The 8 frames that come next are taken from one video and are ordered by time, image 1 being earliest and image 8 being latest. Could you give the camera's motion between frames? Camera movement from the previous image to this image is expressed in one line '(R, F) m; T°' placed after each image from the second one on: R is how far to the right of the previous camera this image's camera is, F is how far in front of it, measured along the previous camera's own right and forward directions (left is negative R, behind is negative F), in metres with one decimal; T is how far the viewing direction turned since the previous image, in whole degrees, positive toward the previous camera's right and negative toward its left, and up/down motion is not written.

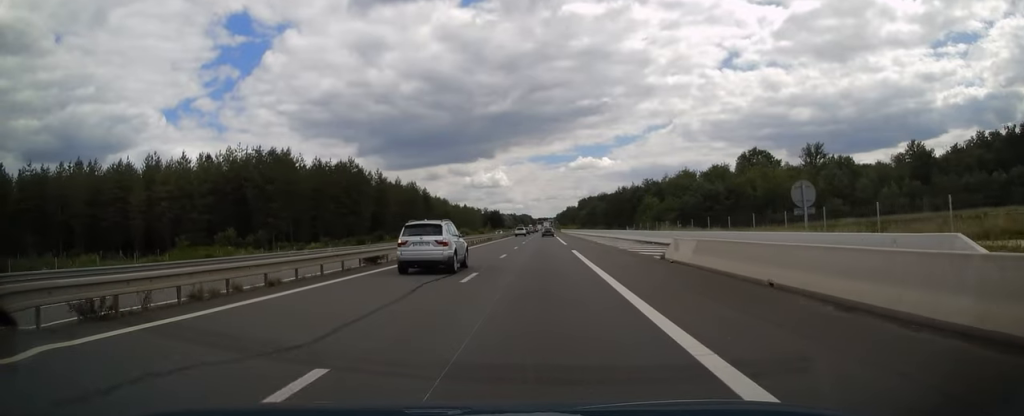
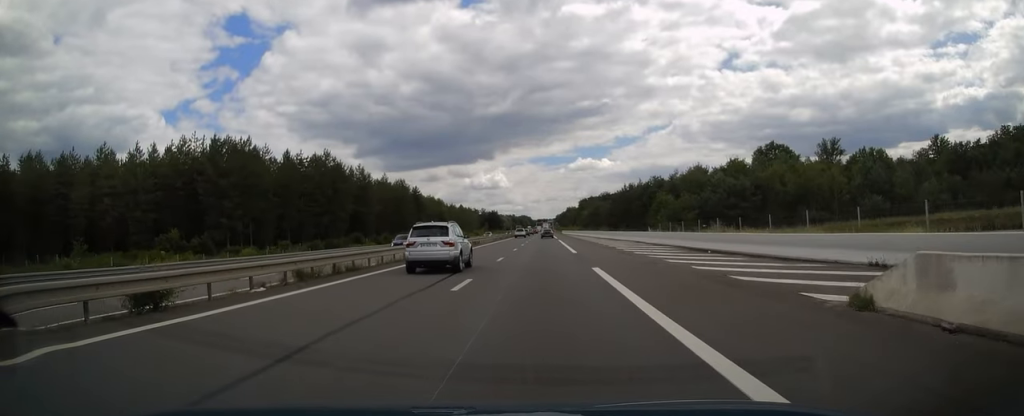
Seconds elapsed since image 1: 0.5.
(0.0, +15.1) m; 0°
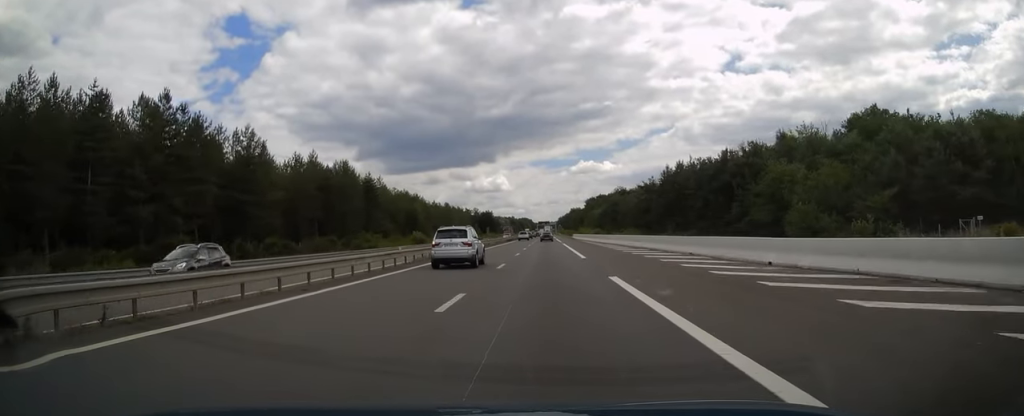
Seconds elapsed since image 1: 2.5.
(0.0, +55.3) m; 0°
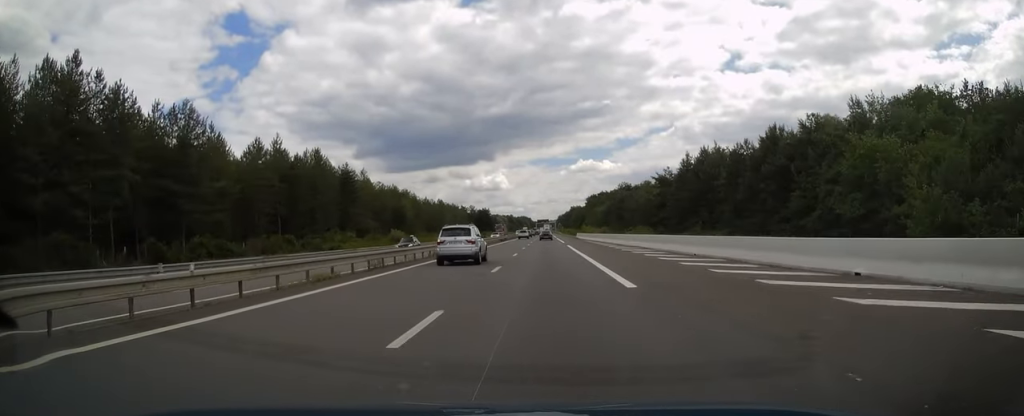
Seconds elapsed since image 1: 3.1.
(0.0, +16.2) m; 0°
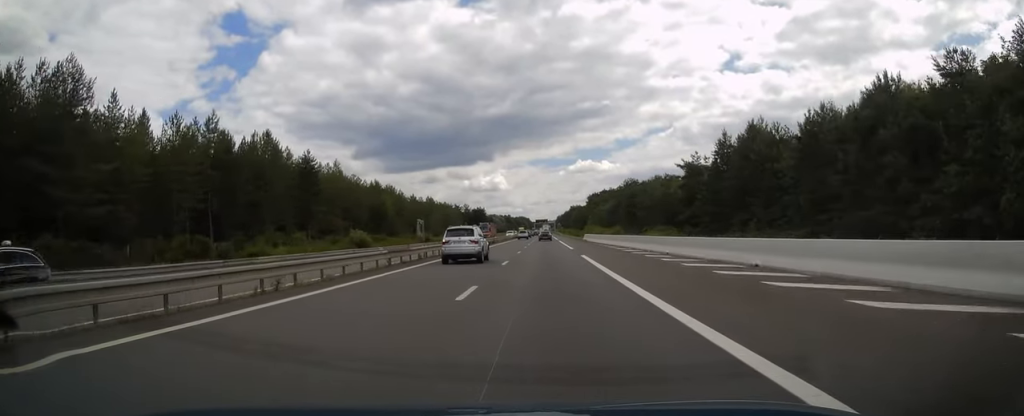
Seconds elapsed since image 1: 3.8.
(0.0, +20.8) m; 0°
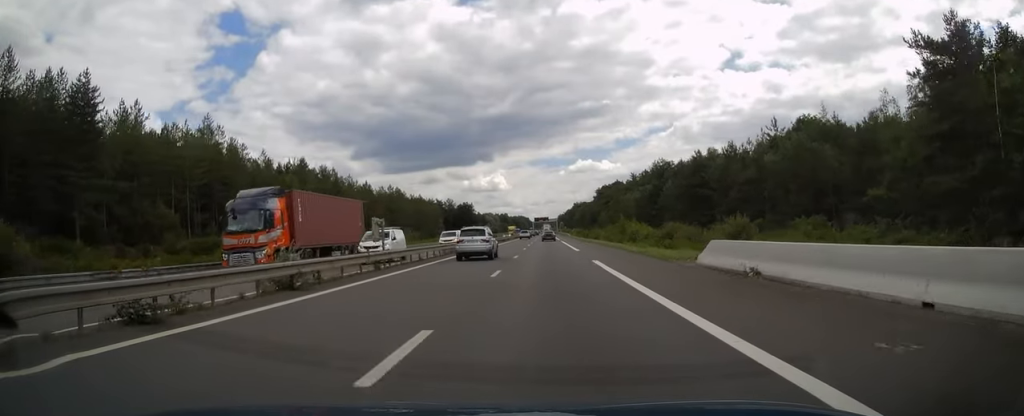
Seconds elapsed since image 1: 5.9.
(+0.1, +57.6) m; 0°
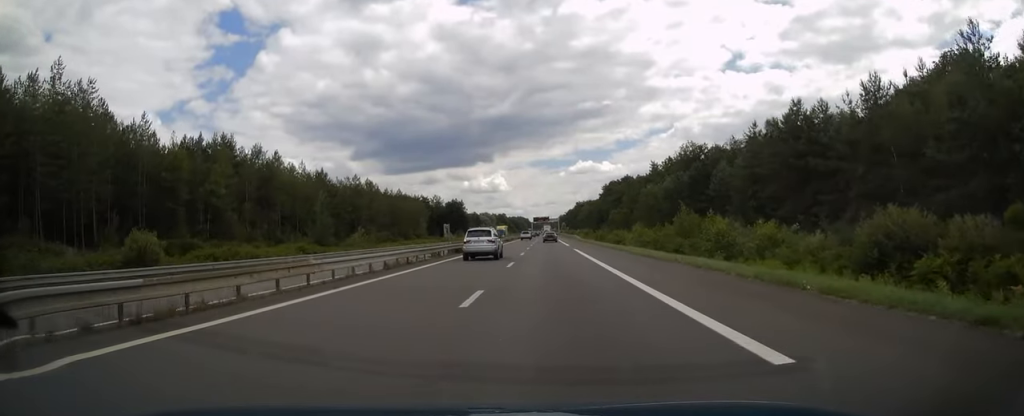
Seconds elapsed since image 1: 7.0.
(0.0, +32.3) m; 0°
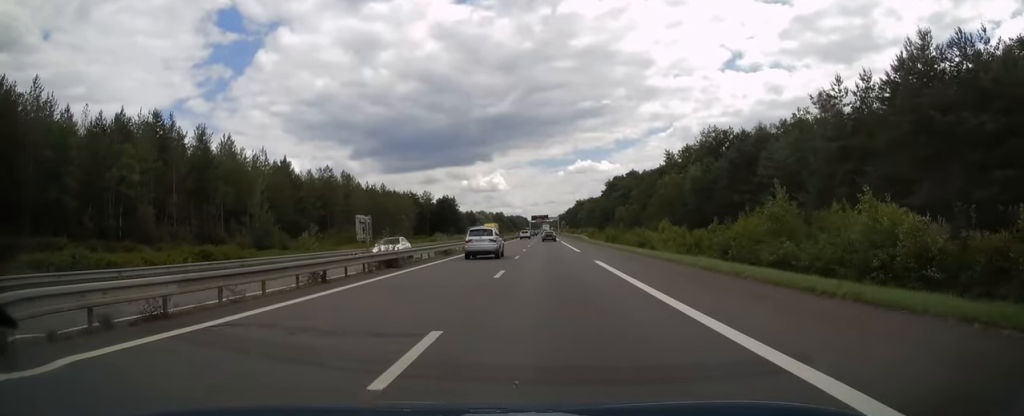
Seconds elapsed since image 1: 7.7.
(0.0, +18.3) m; 0°
